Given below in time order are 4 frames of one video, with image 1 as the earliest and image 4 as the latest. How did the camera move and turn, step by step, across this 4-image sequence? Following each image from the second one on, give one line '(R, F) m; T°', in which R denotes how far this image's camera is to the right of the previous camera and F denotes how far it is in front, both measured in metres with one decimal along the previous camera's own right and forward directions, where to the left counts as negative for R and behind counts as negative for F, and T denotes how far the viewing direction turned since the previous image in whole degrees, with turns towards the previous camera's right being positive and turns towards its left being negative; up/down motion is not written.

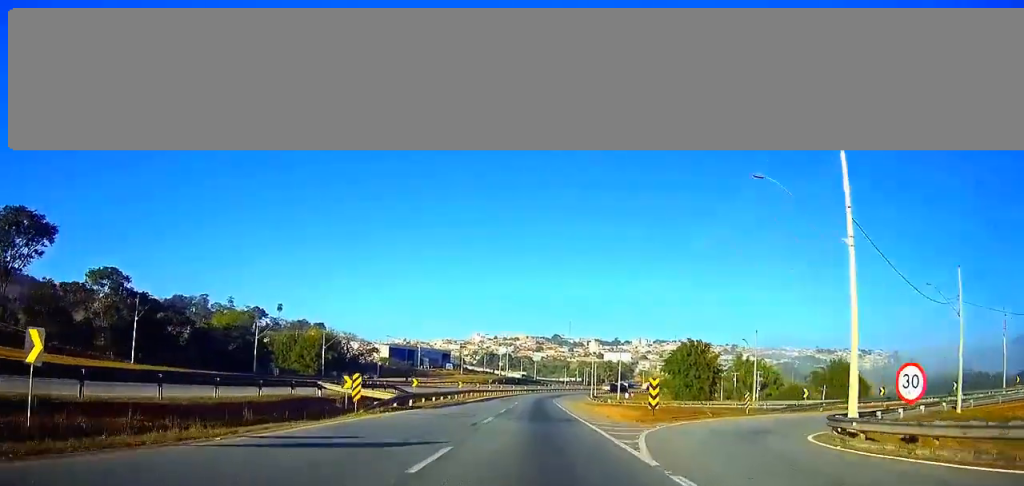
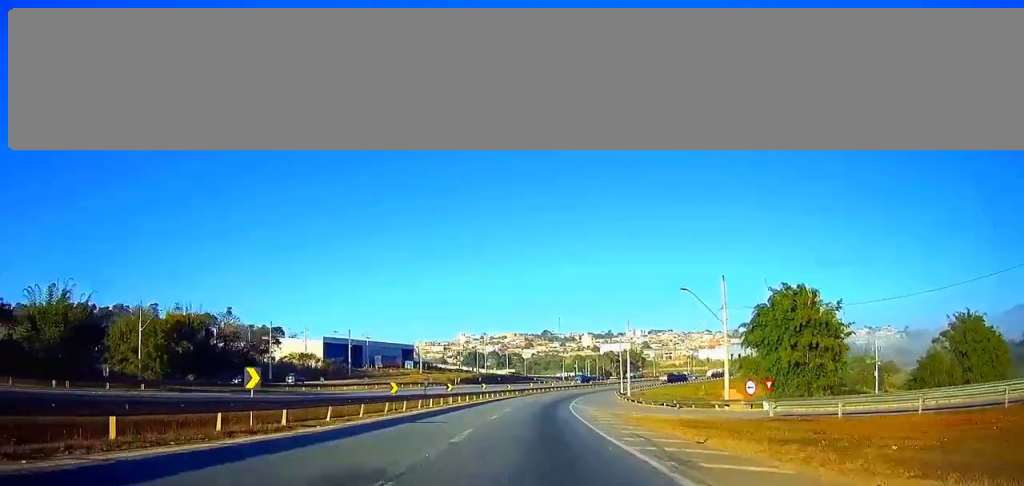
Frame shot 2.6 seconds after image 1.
(-1.1, +67.3) m; 0°
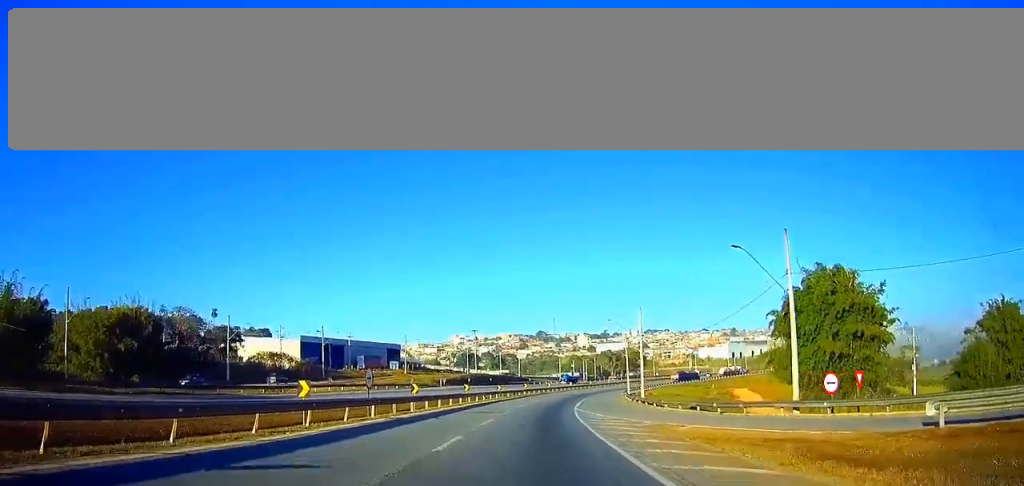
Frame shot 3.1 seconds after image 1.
(+0.2, +13.9) m; +1°
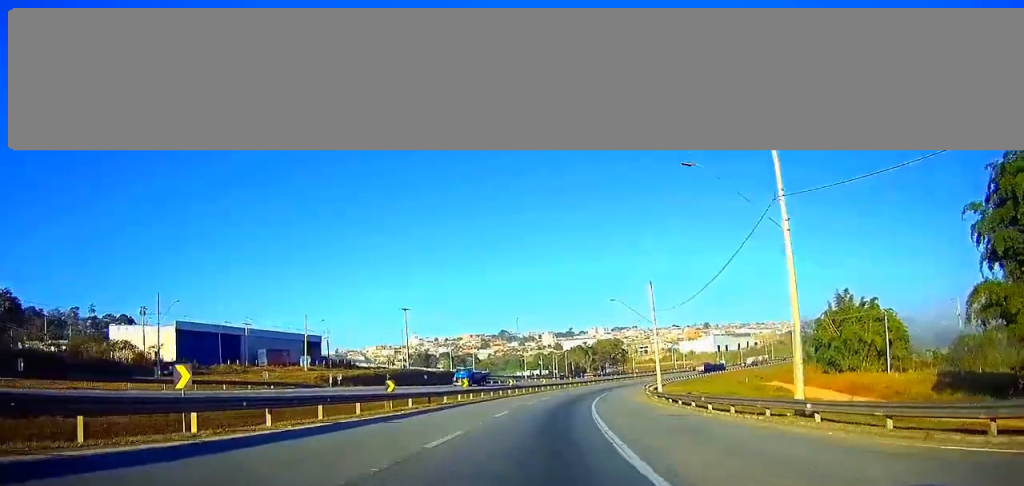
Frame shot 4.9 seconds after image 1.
(+1.1, +46.3) m; +3°
